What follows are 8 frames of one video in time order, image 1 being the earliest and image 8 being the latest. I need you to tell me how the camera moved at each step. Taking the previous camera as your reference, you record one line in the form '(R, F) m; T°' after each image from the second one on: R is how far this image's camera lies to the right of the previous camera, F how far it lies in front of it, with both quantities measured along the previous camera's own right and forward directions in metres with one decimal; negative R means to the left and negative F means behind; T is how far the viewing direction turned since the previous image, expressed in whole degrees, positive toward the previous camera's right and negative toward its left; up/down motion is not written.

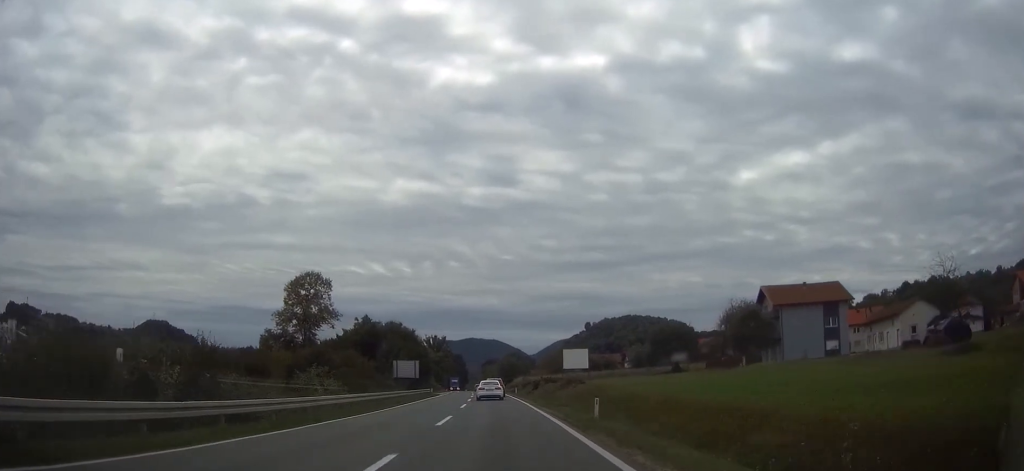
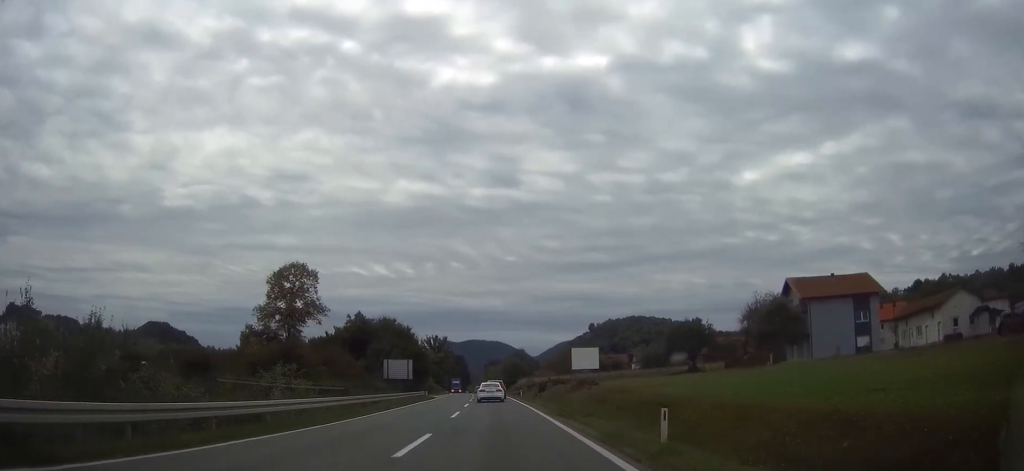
(0.0, +8.6) m; 0°
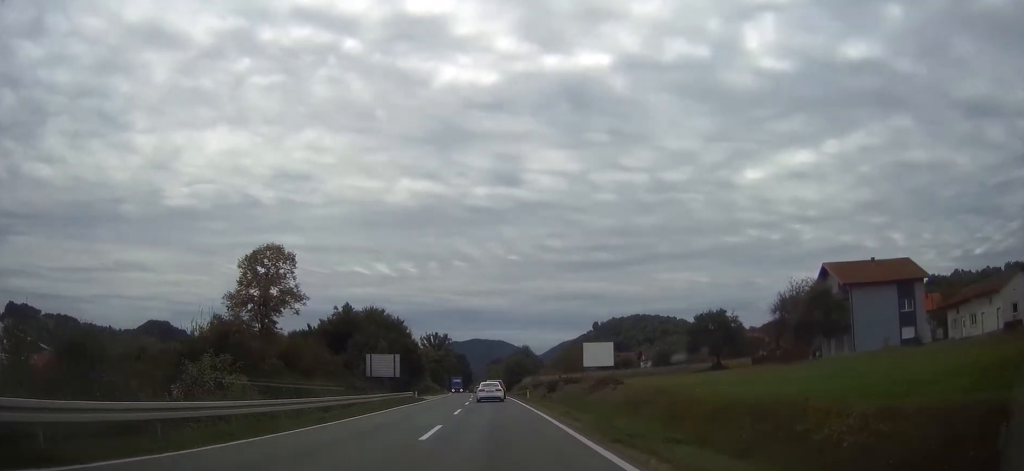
(0.0, +10.9) m; 0°
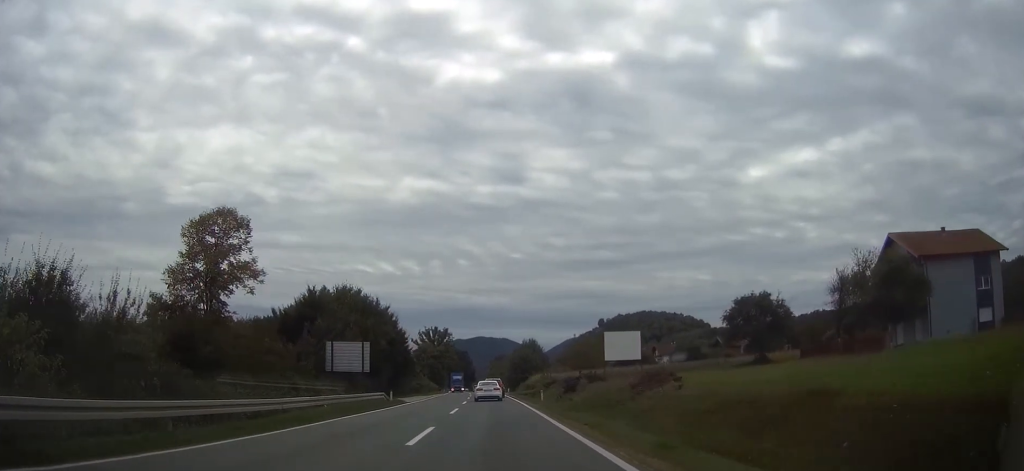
(0.0, +15.5) m; 0°
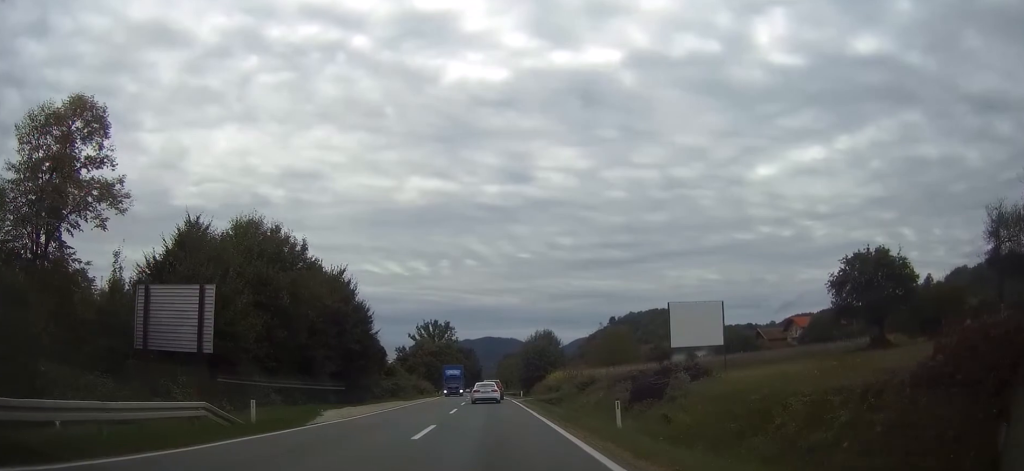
(-0.1, +26.4) m; -1°
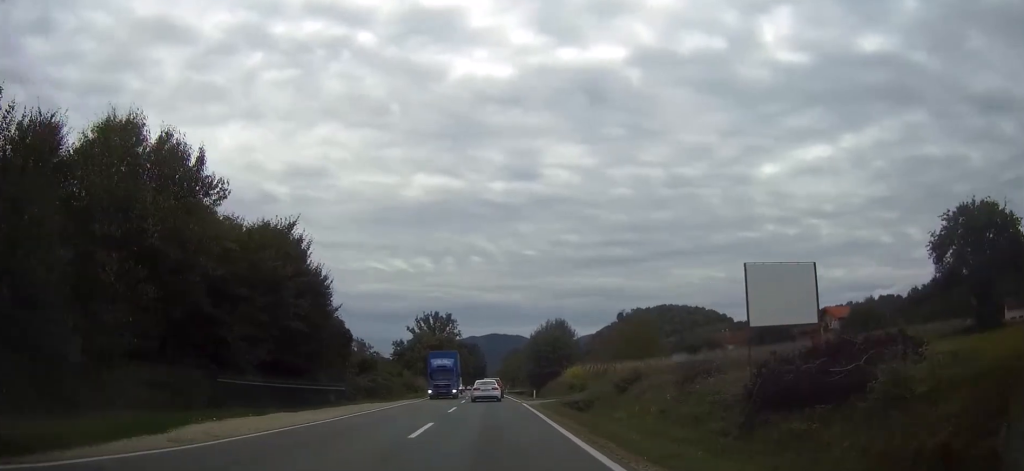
(-0.2, +14.9) m; -1°
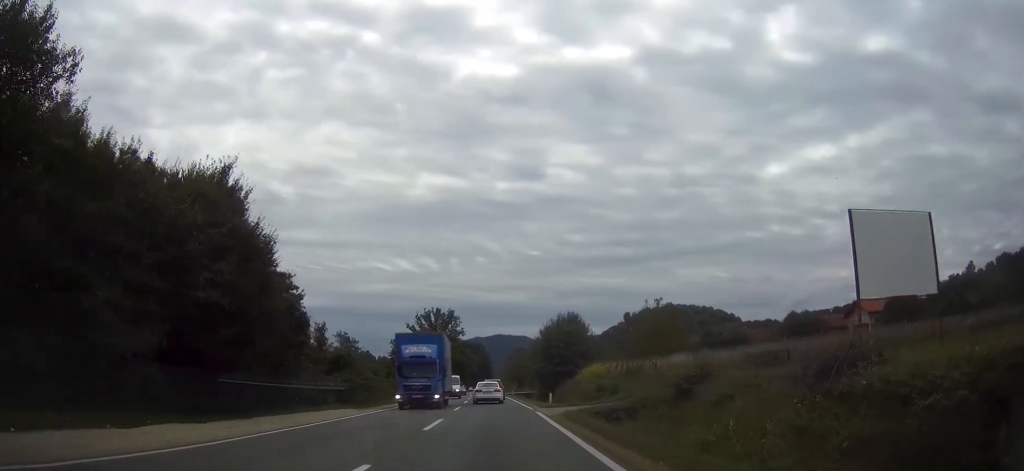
(0.0, +10.9) m; 0°
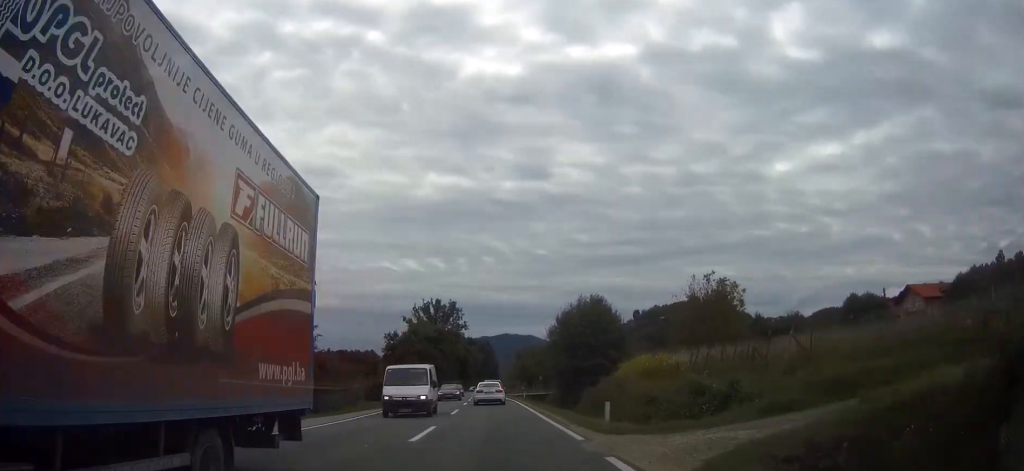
(0.0, +17.7) m; 0°
